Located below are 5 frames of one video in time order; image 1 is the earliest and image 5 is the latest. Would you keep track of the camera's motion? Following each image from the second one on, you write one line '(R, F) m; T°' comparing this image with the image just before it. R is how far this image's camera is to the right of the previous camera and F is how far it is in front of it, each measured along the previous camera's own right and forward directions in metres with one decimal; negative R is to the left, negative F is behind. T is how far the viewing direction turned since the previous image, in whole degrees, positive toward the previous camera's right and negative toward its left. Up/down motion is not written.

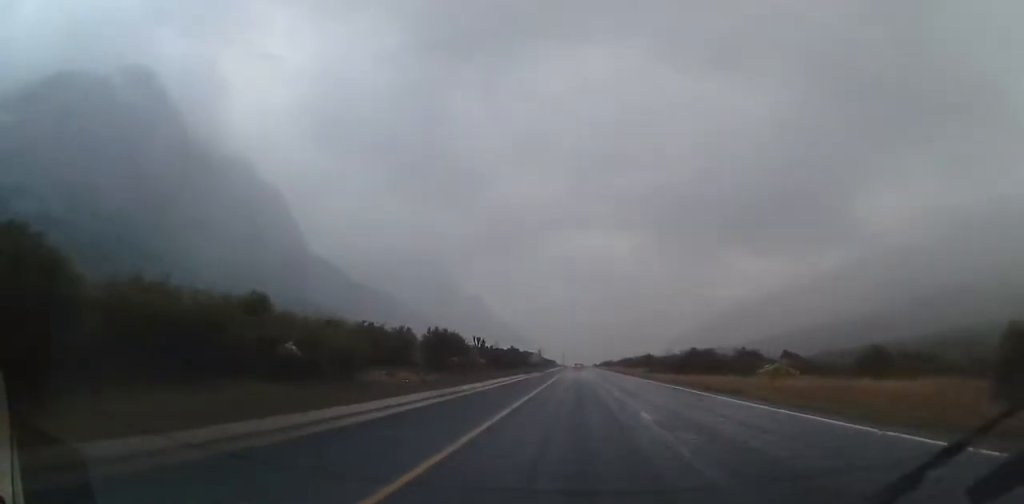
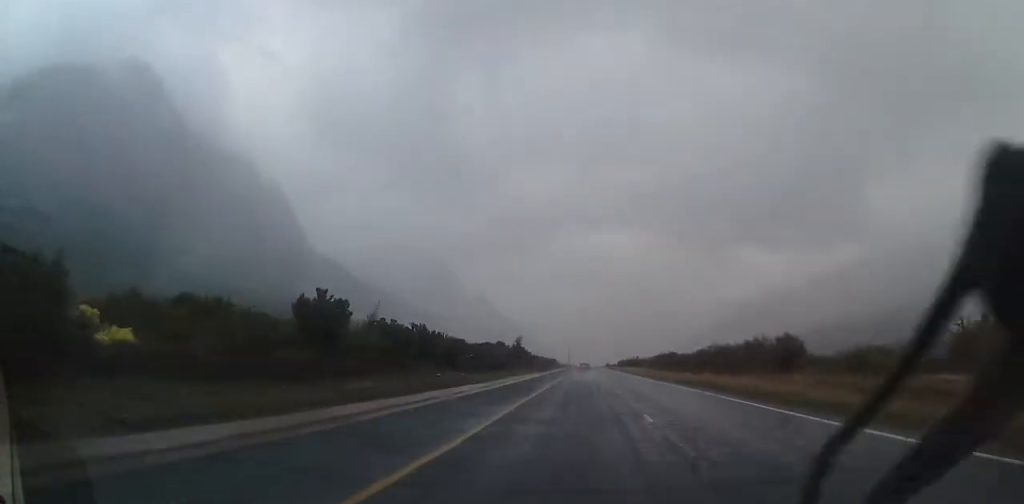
(-0.1, +72.8) m; 0°
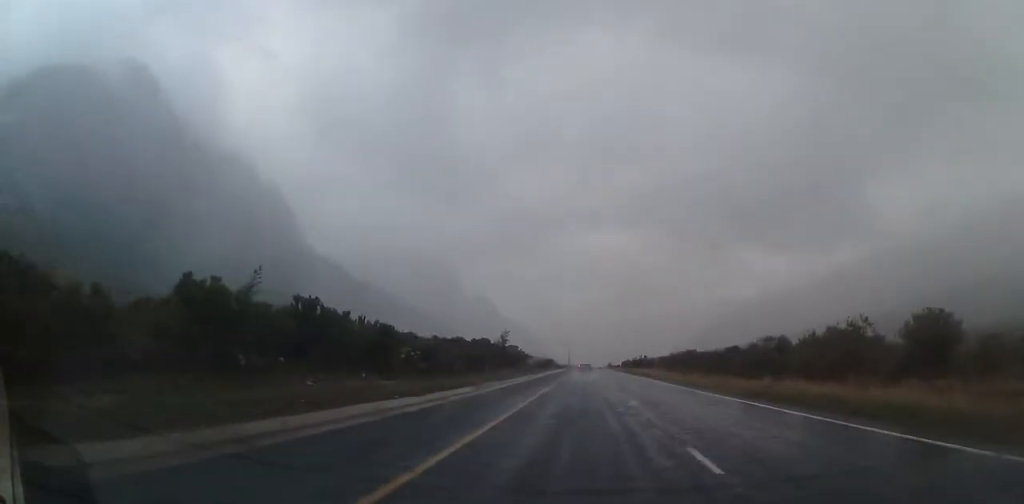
(0.0, +18.0) m; 0°
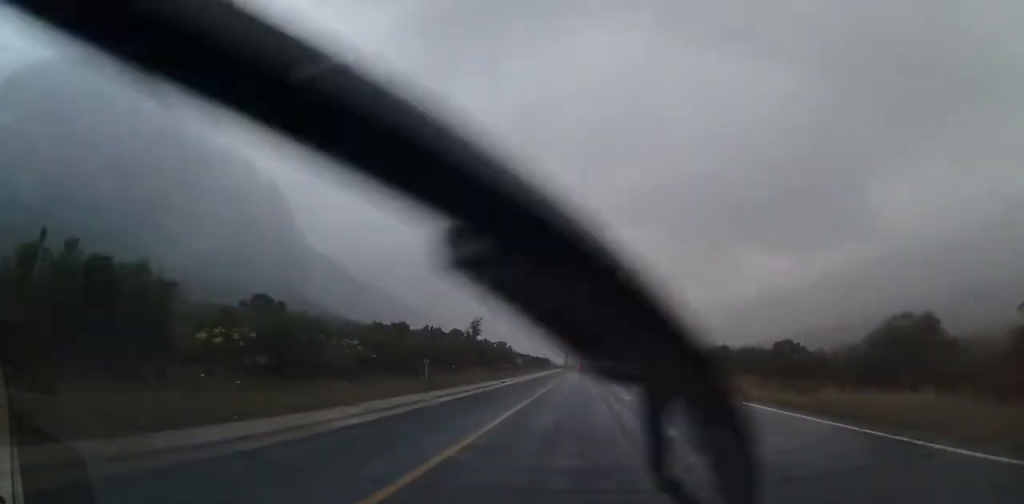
(0.0, +19.8) m; 0°
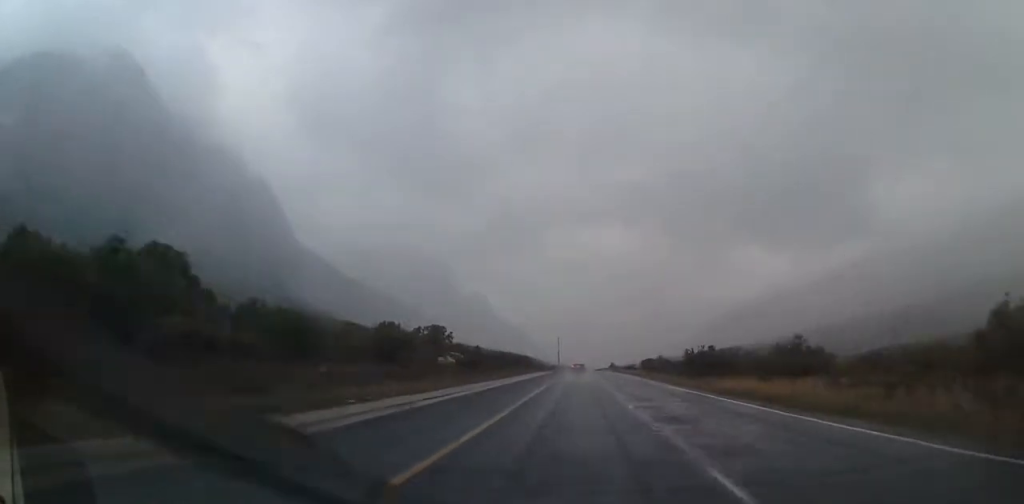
(-0.1, +52.9) m; 0°
